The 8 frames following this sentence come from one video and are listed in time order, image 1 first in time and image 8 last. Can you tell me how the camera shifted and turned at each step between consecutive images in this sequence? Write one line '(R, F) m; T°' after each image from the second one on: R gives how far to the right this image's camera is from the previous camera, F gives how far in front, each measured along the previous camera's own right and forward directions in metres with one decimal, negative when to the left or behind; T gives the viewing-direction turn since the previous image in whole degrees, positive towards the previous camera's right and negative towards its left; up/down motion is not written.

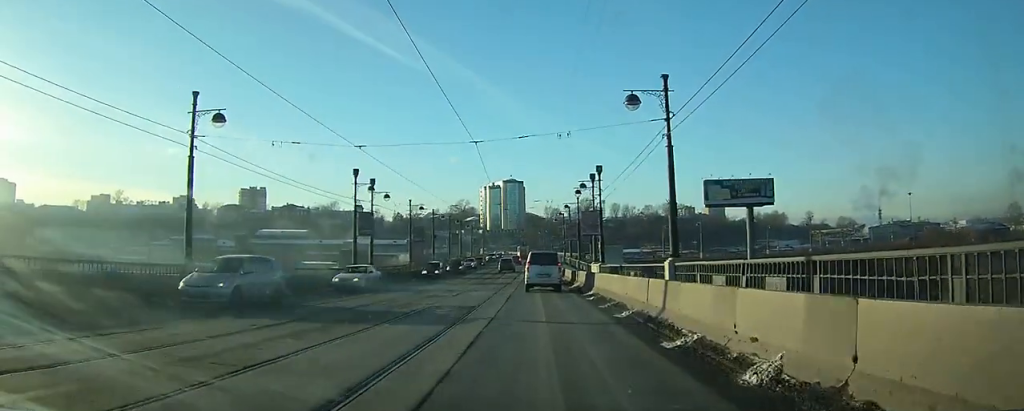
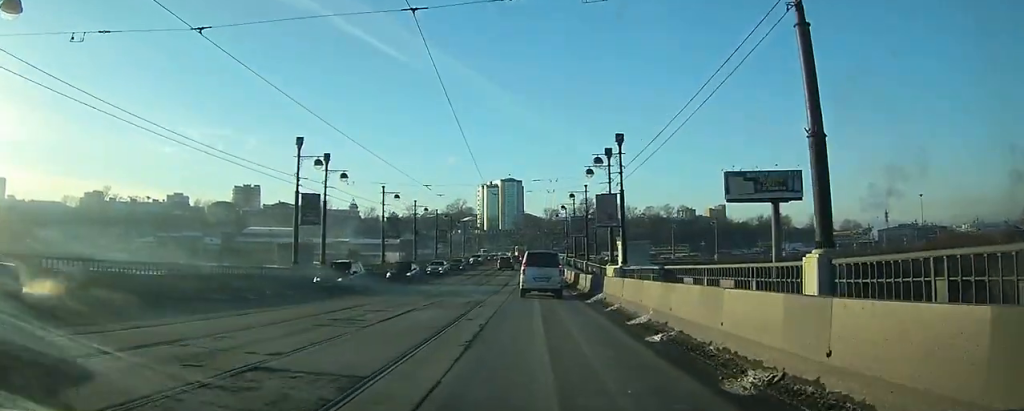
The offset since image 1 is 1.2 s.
(0.0, +12.0) m; +1°
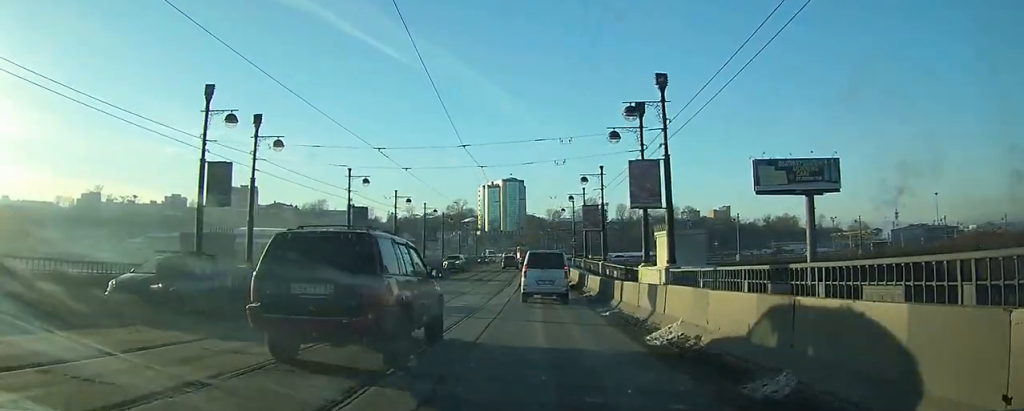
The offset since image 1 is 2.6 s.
(+0.1, +12.1) m; 0°
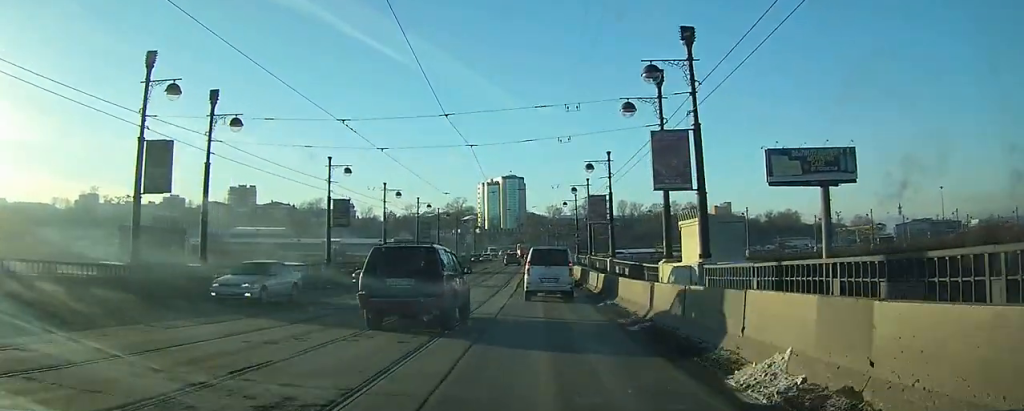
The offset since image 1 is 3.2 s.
(0.0, +4.8) m; -1°
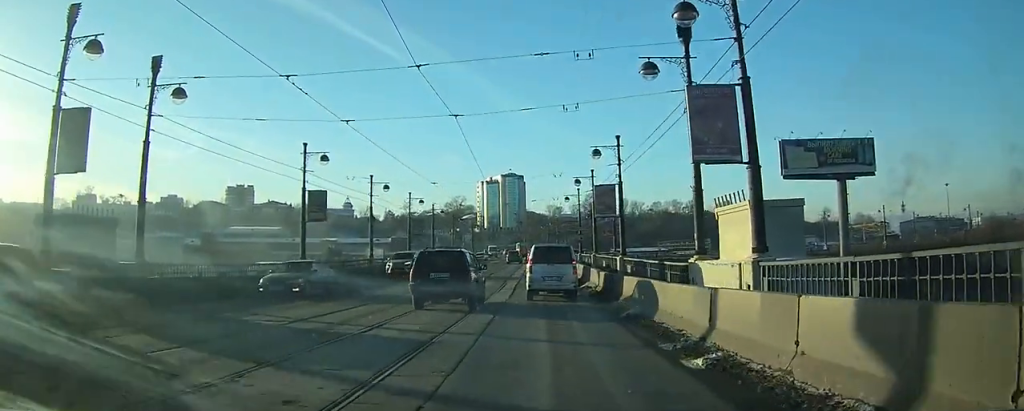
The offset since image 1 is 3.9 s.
(-0.1, +4.7) m; 0°
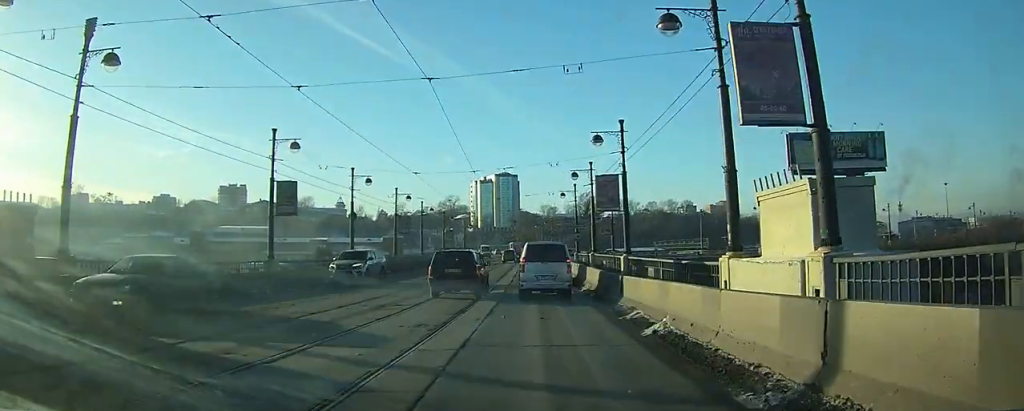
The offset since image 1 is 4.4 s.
(-0.1, +3.8) m; 0°
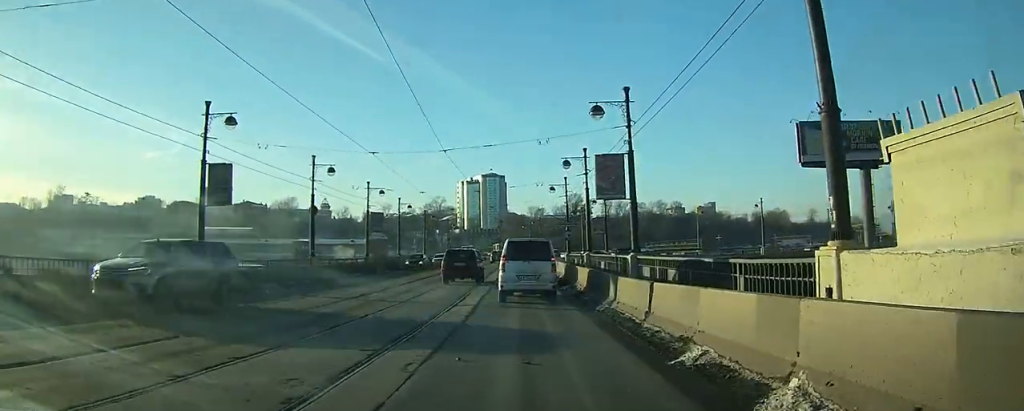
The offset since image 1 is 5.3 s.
(+0.1, +5.9) m; +1°
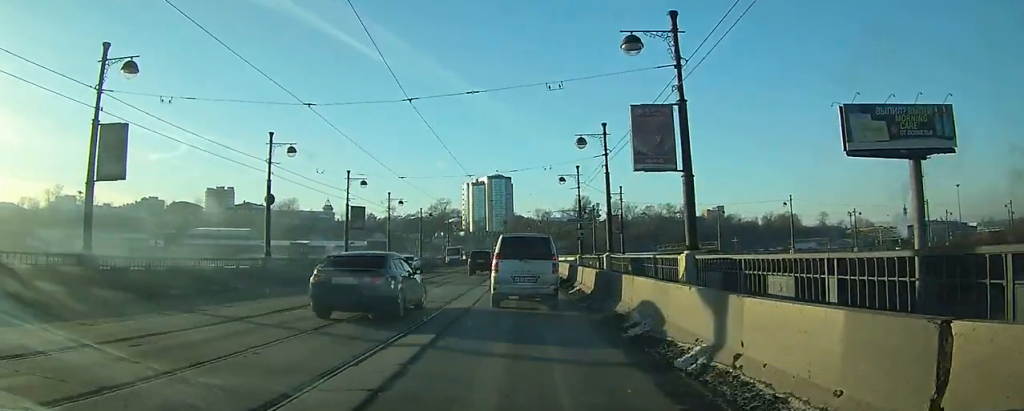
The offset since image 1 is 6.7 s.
(0.0, +8.2) m; -1°
